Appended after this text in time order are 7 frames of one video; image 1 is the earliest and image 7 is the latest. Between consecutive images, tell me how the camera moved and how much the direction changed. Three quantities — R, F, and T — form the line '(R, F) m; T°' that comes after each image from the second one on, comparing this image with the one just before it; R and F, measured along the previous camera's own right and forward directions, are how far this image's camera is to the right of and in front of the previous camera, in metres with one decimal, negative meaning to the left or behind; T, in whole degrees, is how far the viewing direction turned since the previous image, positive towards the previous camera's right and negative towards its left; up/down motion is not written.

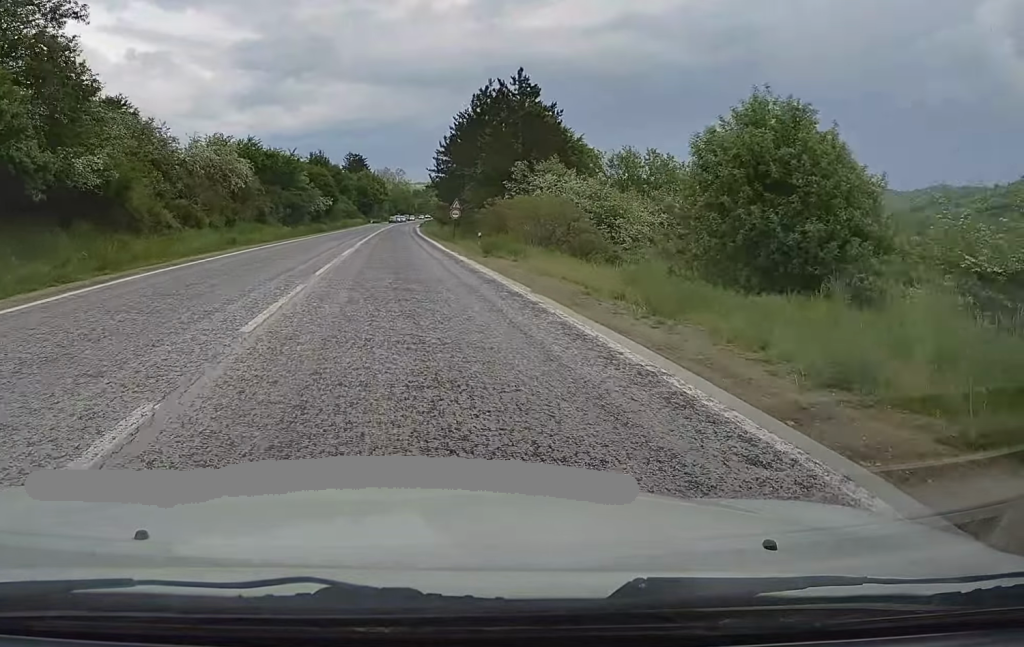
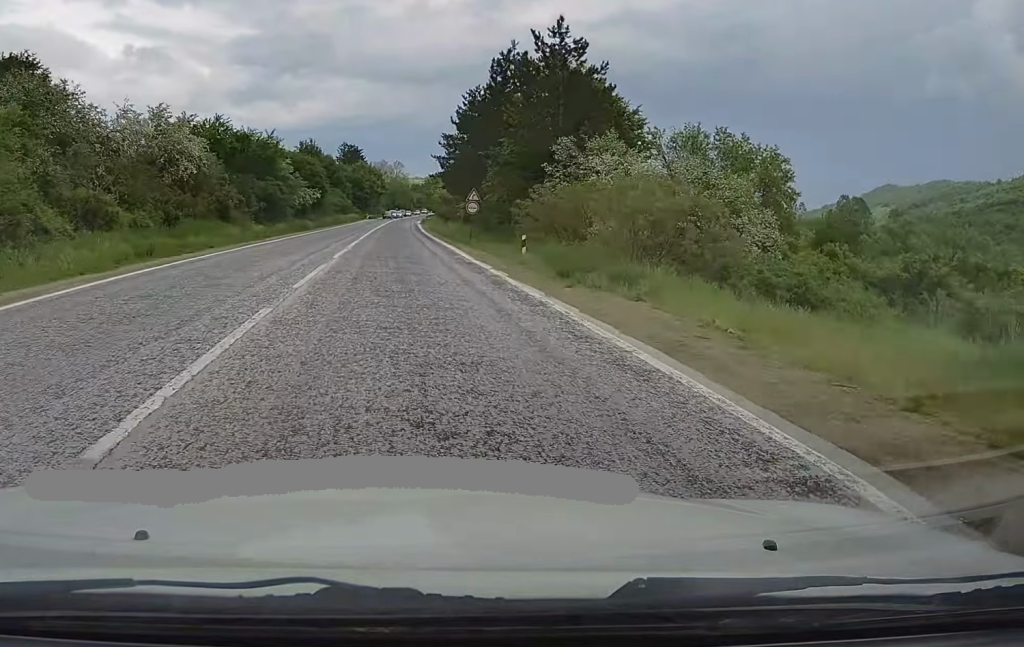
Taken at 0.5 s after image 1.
(-0.1, +13.2) m; +1°
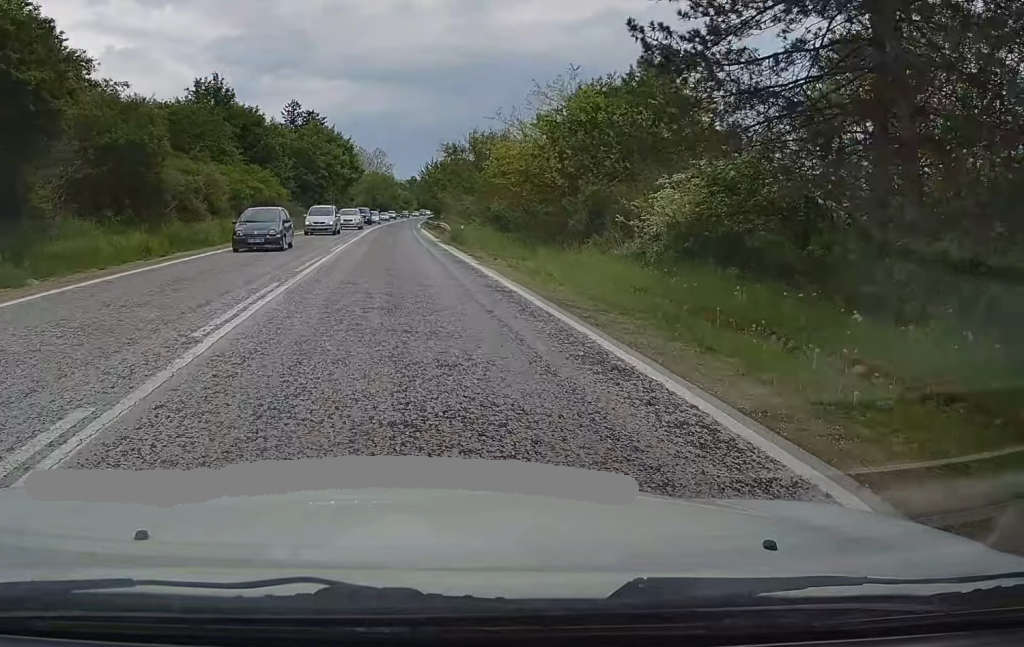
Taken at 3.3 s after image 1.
(+1.2, +66.6) m; +2°
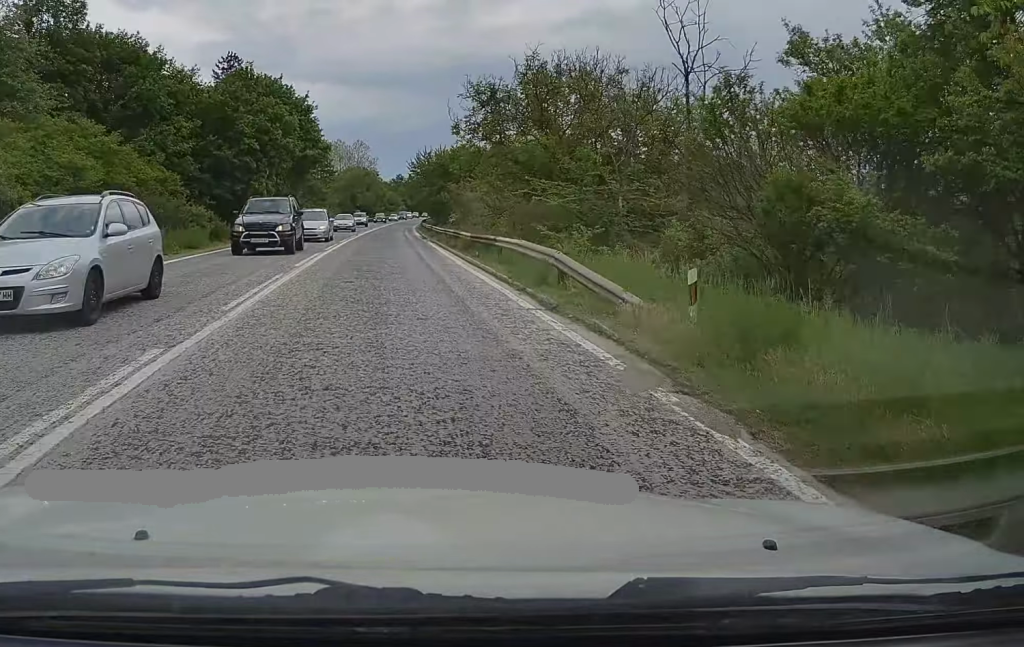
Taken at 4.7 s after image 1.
(+0.6, +34.0) m; +1°
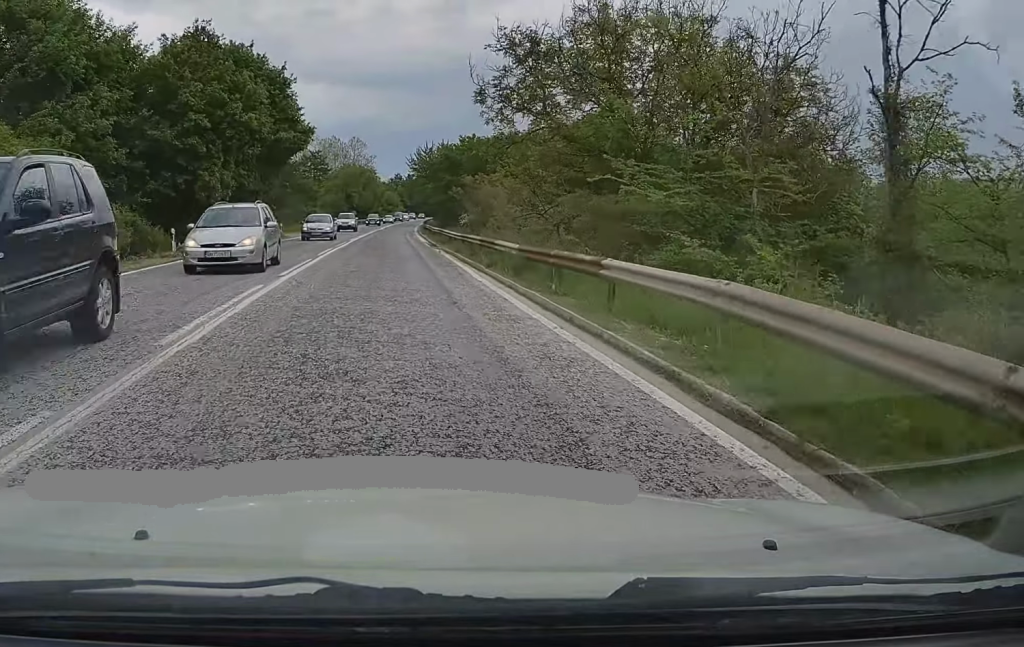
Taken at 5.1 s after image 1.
(0.0, +11.4) m; 0°
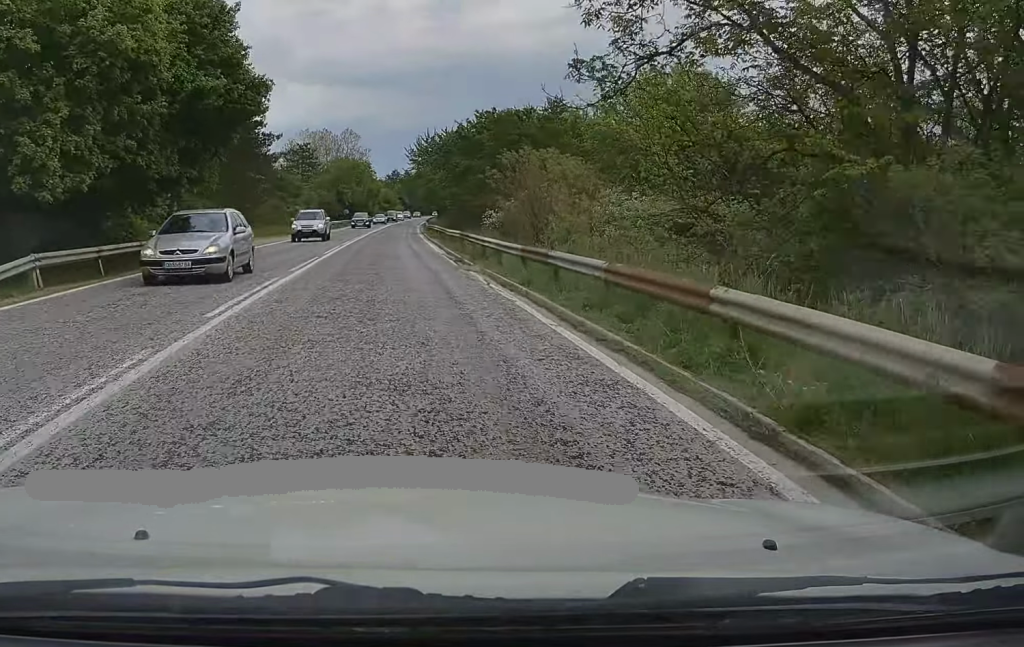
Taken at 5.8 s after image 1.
(0.0, +15.4) m; 0°
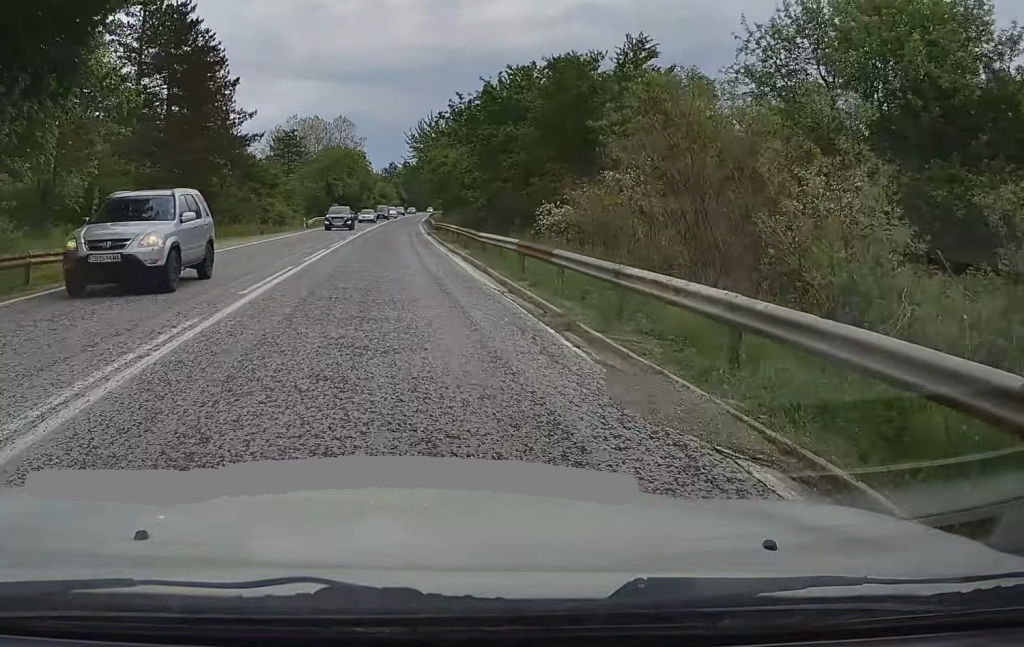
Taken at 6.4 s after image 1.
(-0.1, +15.4) m; +1°
